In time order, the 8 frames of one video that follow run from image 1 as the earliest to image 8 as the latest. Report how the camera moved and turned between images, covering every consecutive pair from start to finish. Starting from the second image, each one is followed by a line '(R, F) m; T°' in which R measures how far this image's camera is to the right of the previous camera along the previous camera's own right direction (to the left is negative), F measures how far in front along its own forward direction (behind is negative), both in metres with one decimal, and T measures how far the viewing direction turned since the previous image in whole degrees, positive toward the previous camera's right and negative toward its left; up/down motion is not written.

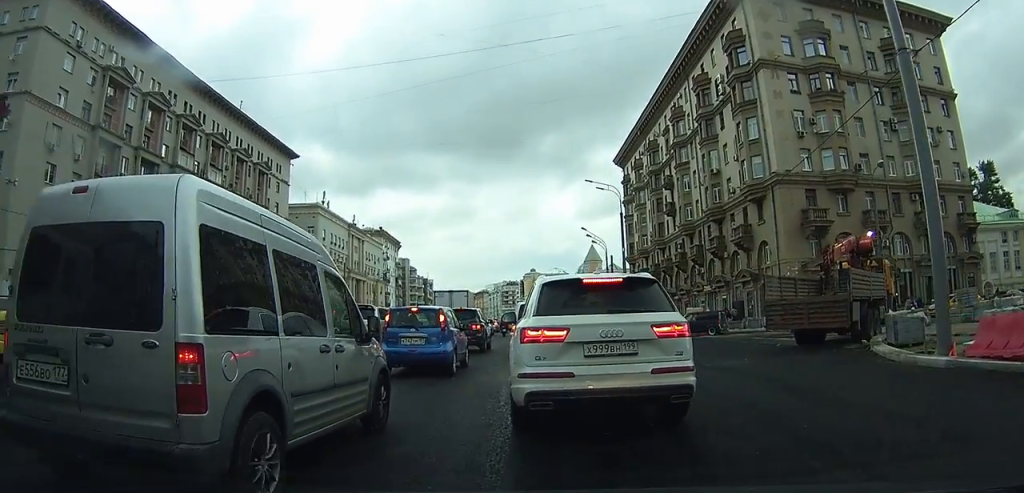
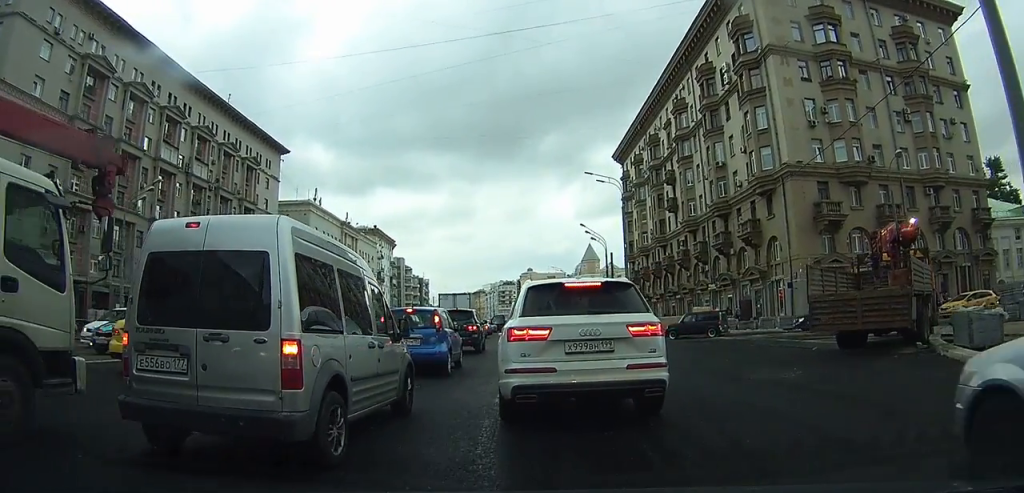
(-0.1, +3.0) m; 0°
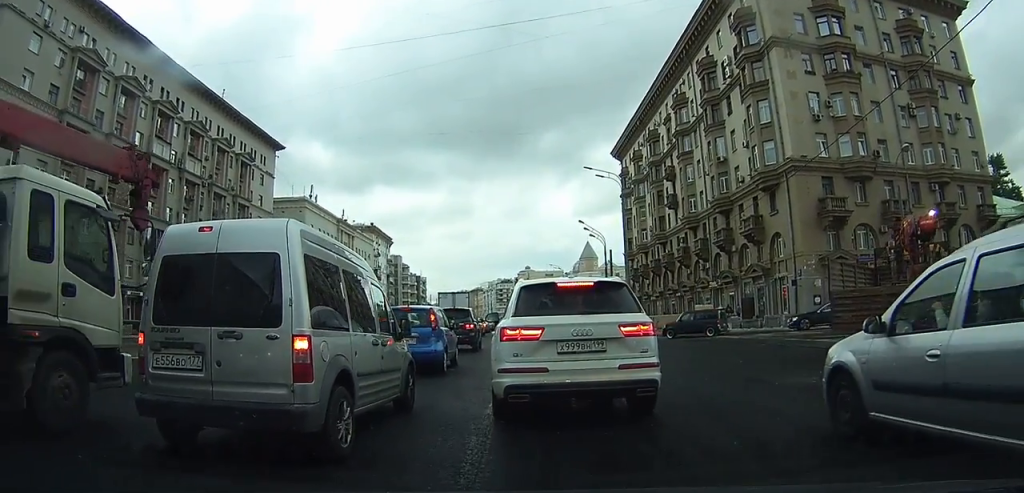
(0.0, +1.2) m; 0°
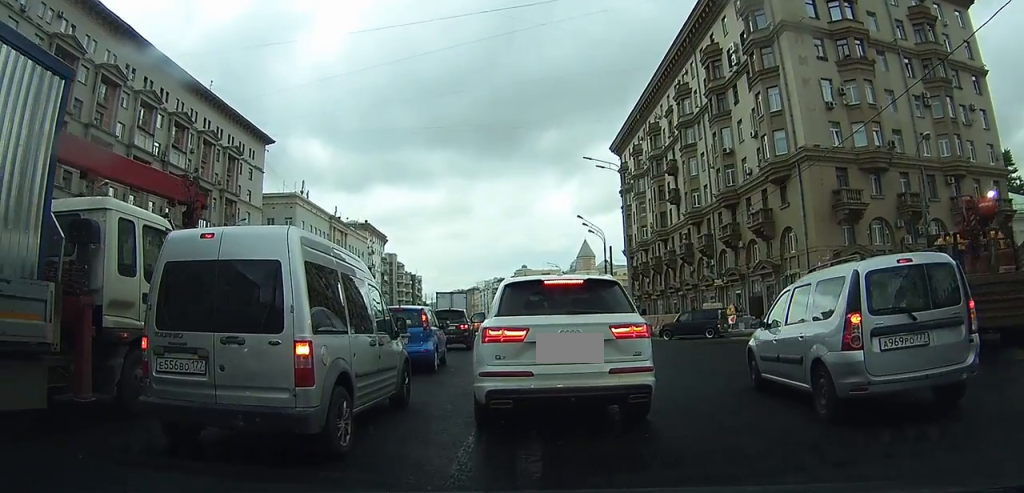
(0.0, +2.8) m; -1°
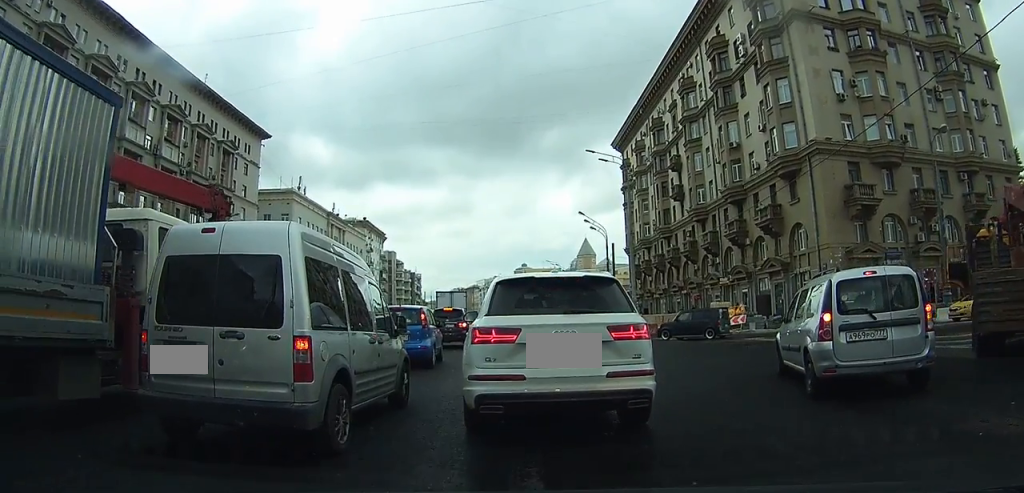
(0.0, +1.8) m; -1°
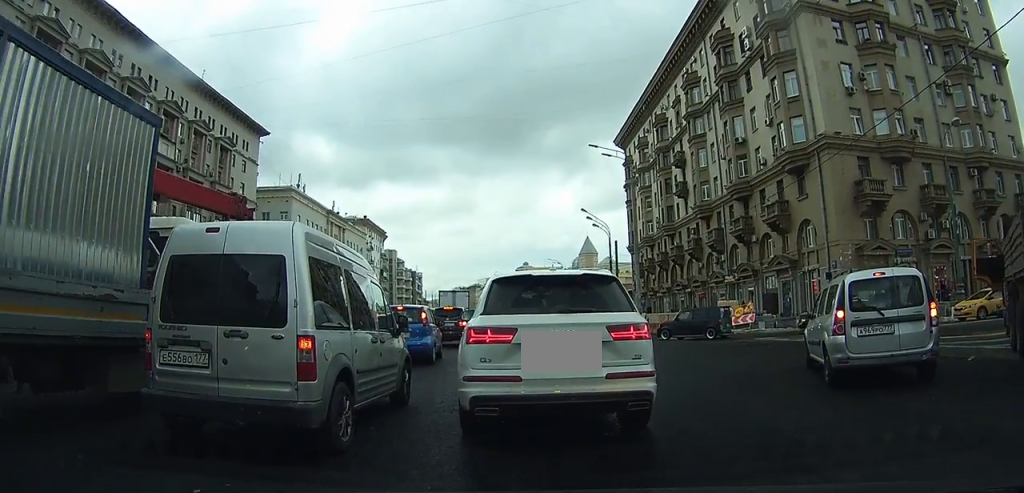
(0.0, +1.2) m; +1°
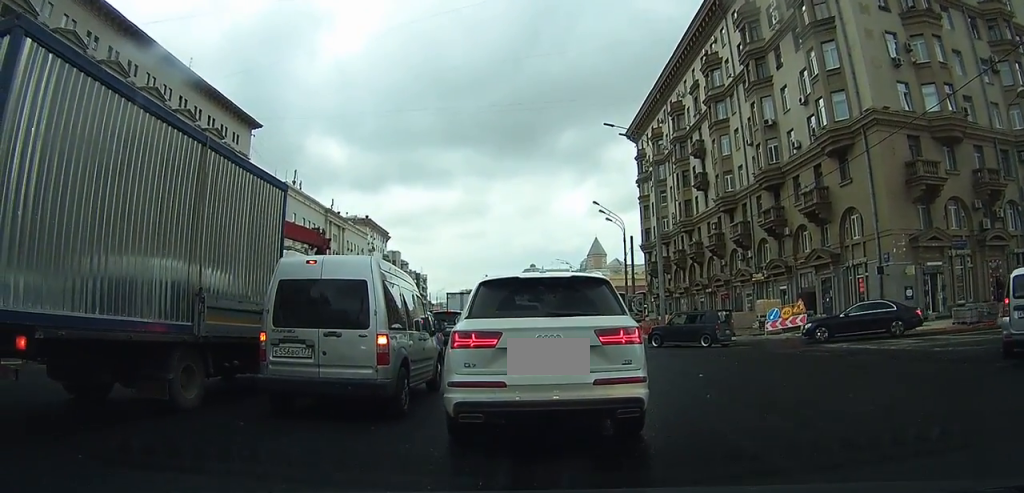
(+0.2, +6.3) m; +3°
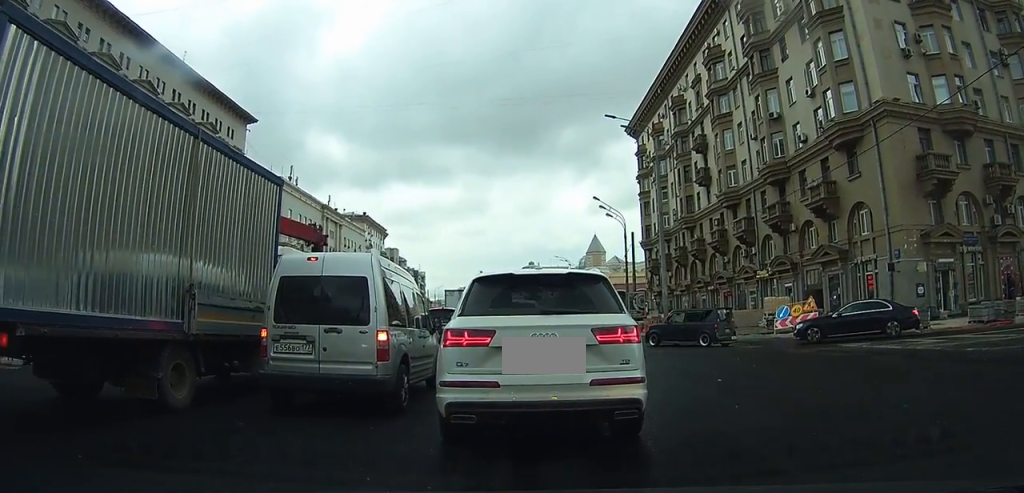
(0.0, +1.3) m; +1°
